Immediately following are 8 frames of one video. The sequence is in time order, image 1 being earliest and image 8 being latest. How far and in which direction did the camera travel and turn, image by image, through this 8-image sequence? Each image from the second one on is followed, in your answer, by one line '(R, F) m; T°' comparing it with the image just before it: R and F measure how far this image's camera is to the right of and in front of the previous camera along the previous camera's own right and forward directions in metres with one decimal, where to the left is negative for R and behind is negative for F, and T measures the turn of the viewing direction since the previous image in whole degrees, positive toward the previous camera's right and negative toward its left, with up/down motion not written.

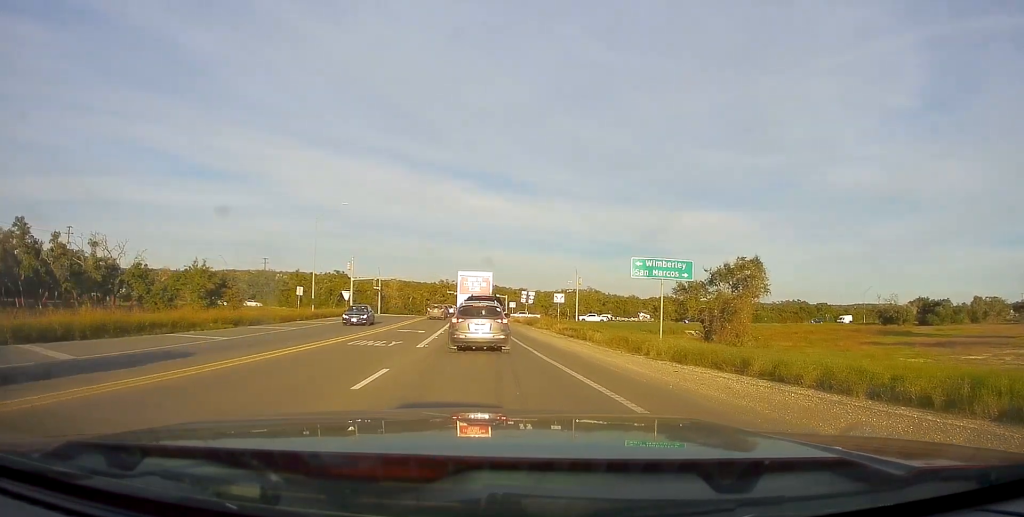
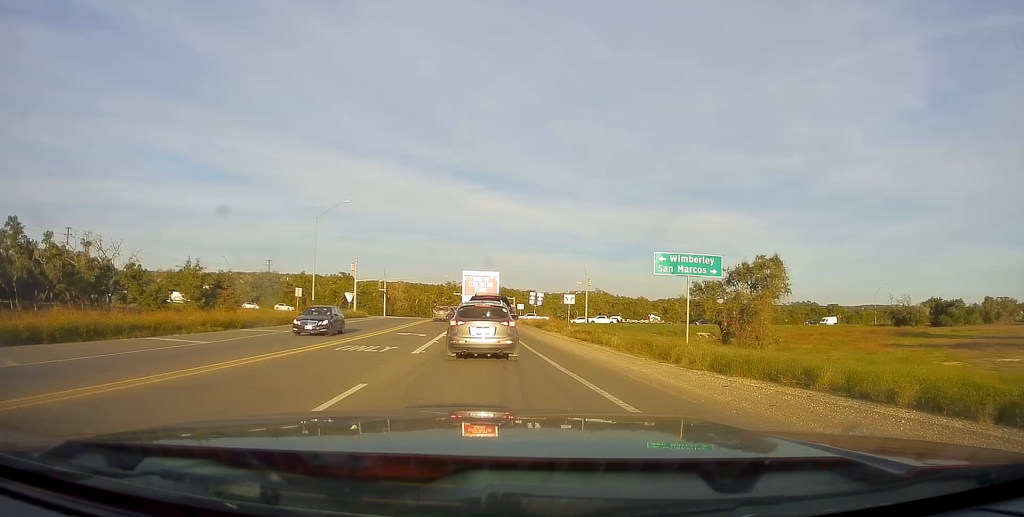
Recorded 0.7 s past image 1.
(+0.2, +2.4) m; -3°
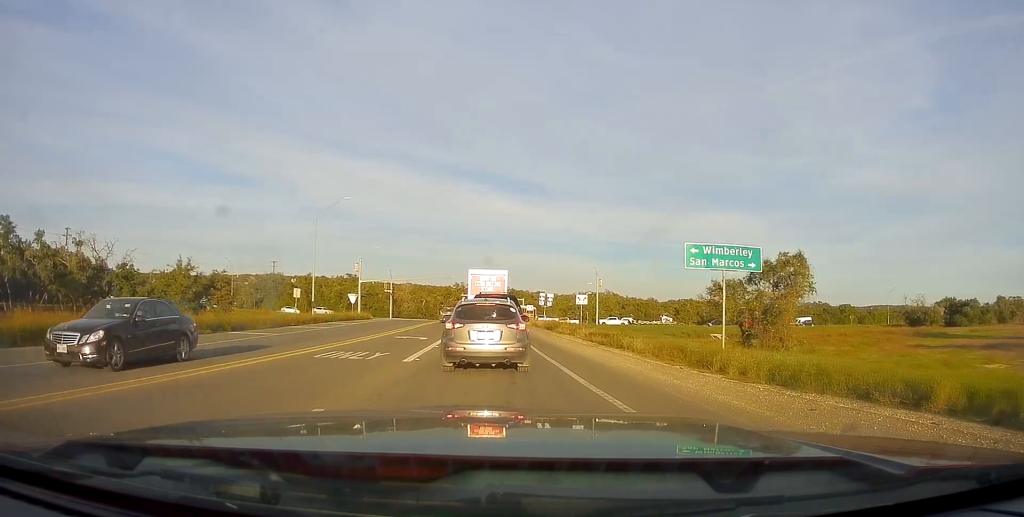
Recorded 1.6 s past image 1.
(-0.3, +2.6) m; -5°
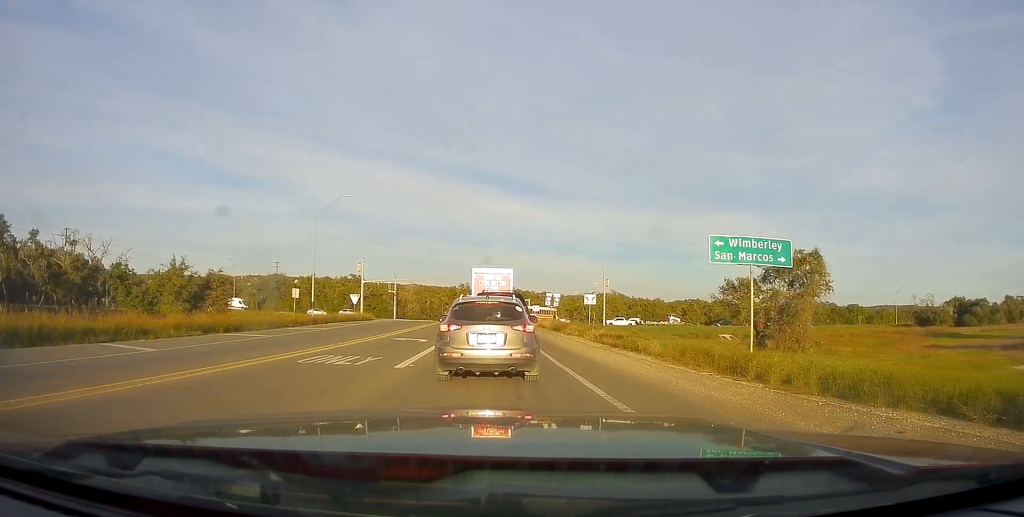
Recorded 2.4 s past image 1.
(0.0, +1.7) m; 0°
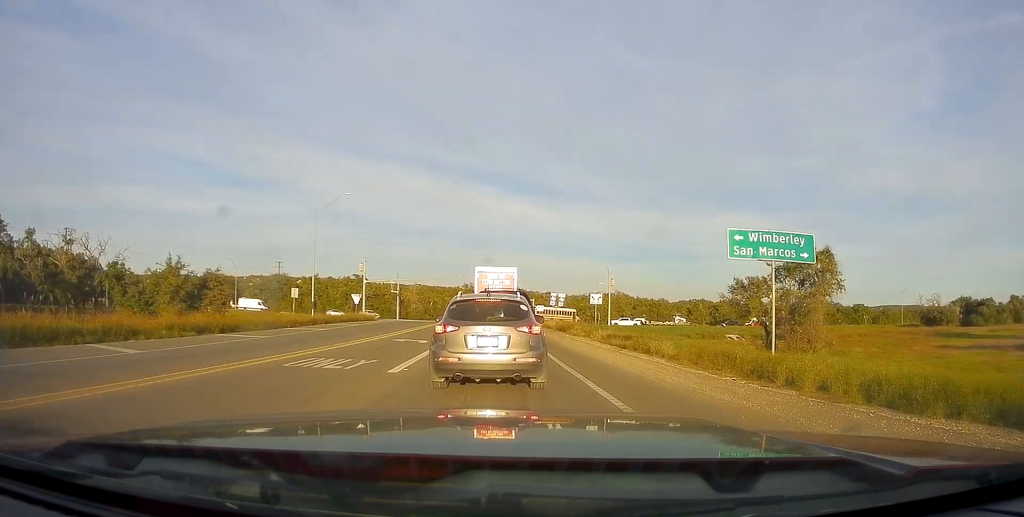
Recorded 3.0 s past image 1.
(+0.1, +1.2) m; +2°
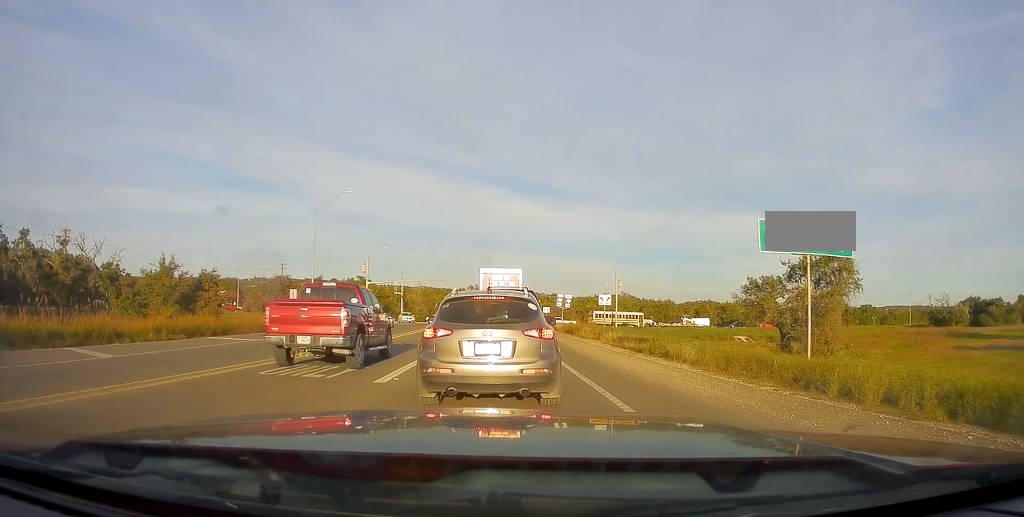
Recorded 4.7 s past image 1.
(-0.2, +1.0) m; 0°
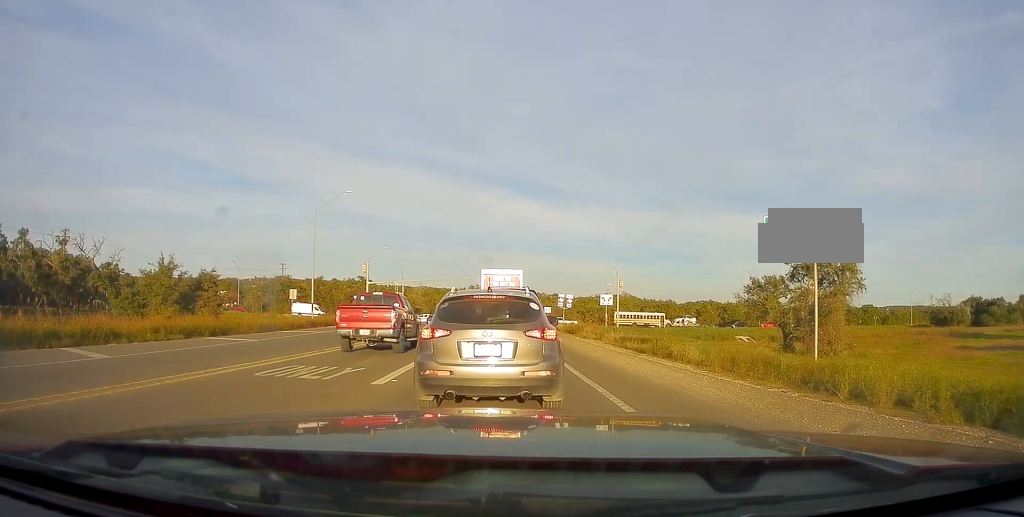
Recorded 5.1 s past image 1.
(0.0, 0.0) m; 0°
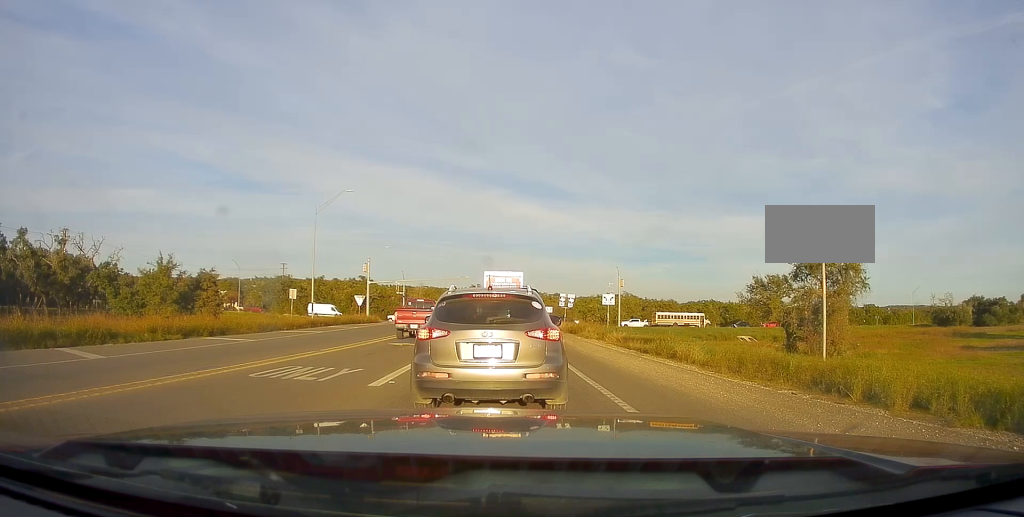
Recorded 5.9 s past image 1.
(0.0, 0.0) m; 0°
